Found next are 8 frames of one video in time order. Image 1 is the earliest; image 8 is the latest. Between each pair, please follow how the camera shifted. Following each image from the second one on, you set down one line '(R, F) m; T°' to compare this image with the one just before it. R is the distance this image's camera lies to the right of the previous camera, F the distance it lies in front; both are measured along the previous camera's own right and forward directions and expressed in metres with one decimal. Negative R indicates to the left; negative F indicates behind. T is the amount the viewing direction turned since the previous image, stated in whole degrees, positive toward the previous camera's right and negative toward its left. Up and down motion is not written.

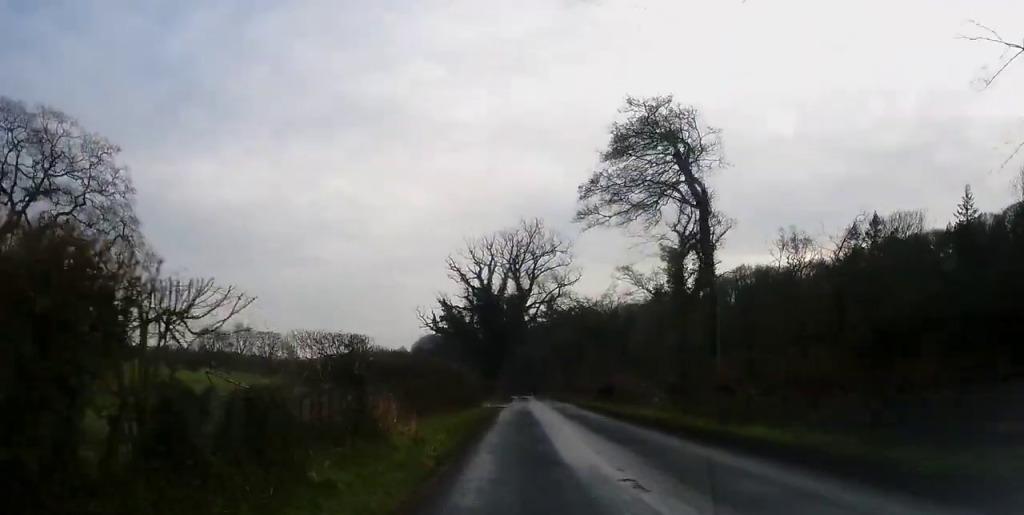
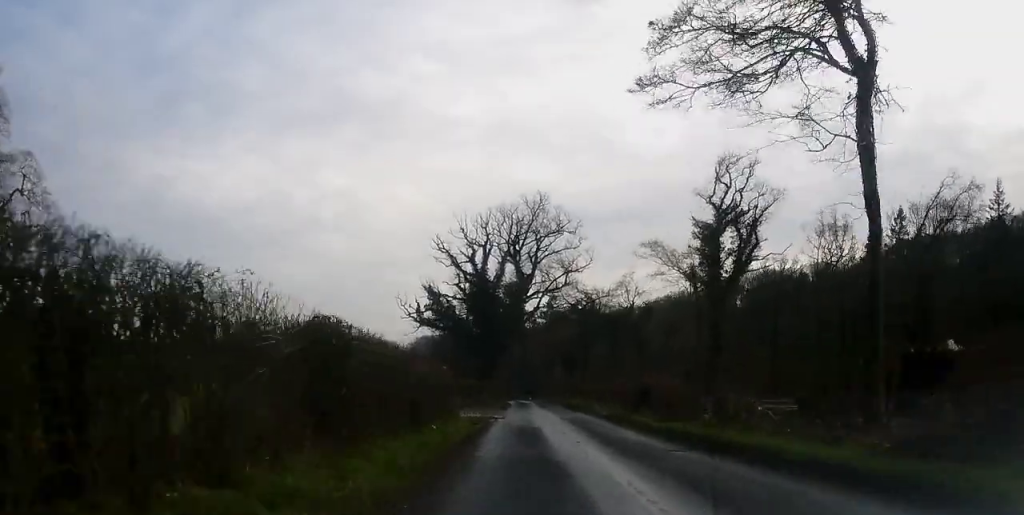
(0.0, +14.4) m; +1°
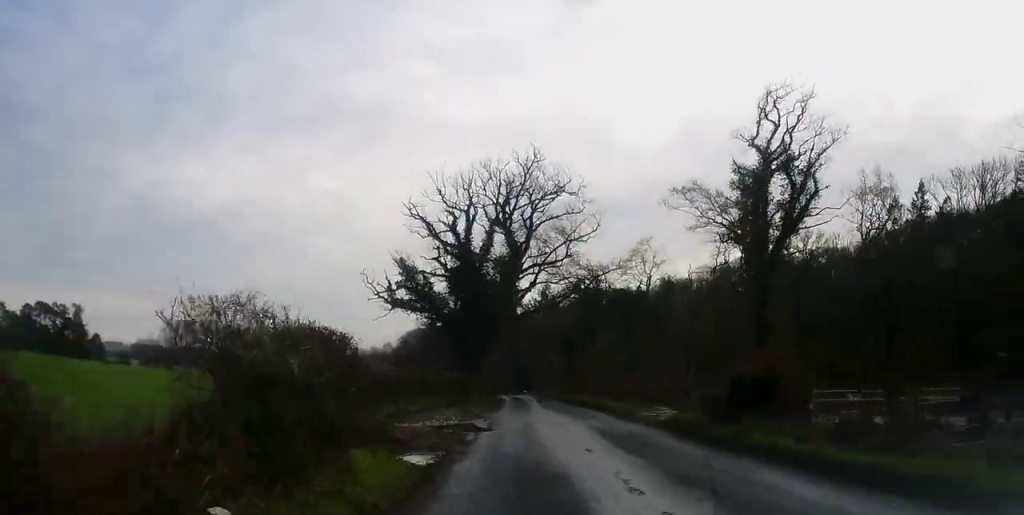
(+0.2, +14.0) m; +1°
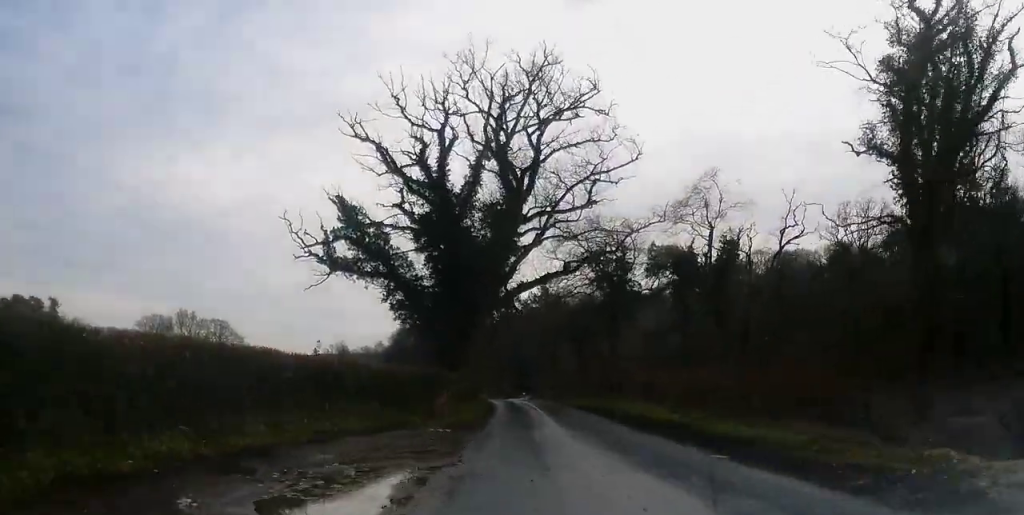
(+0.1, +21.8) m; 0°
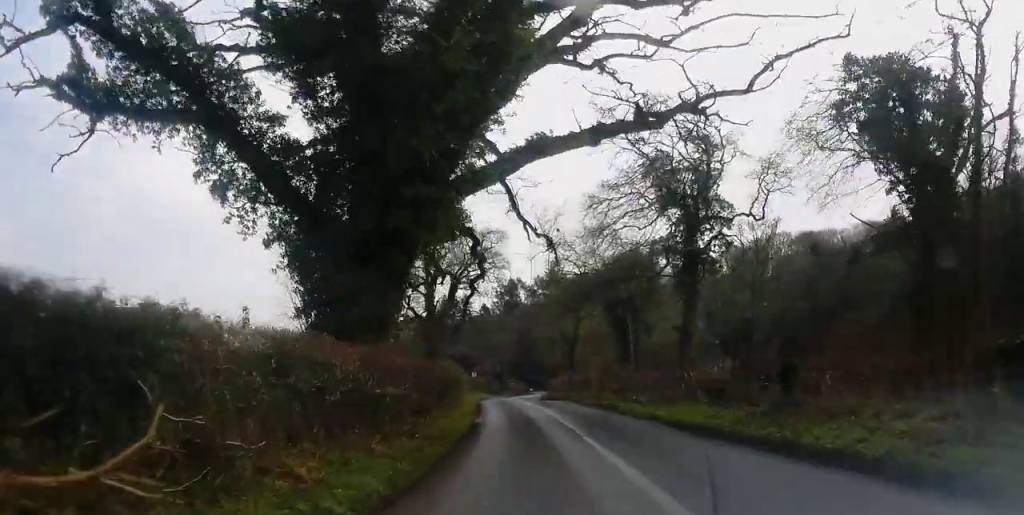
(0.0, +27.1) m; -1°
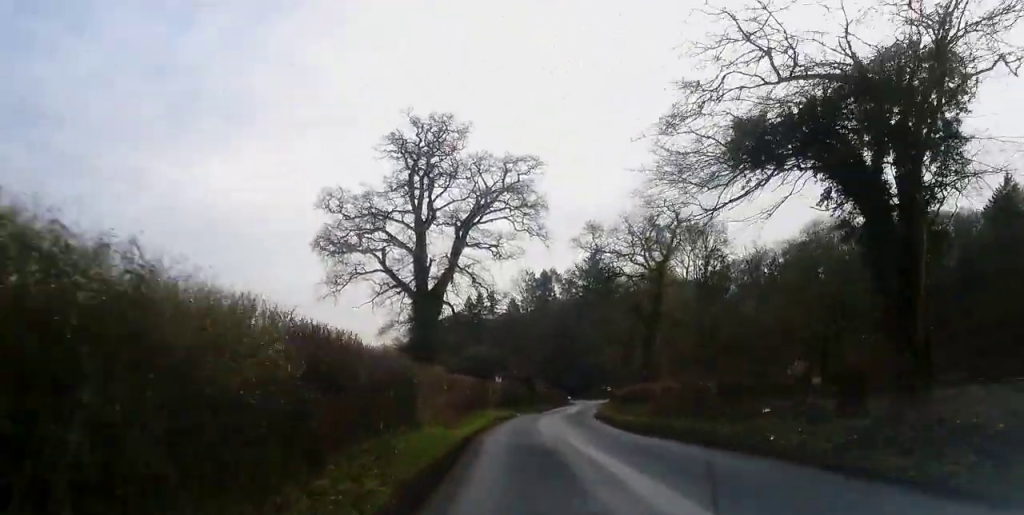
(-0.8, +35.5) m; -2°
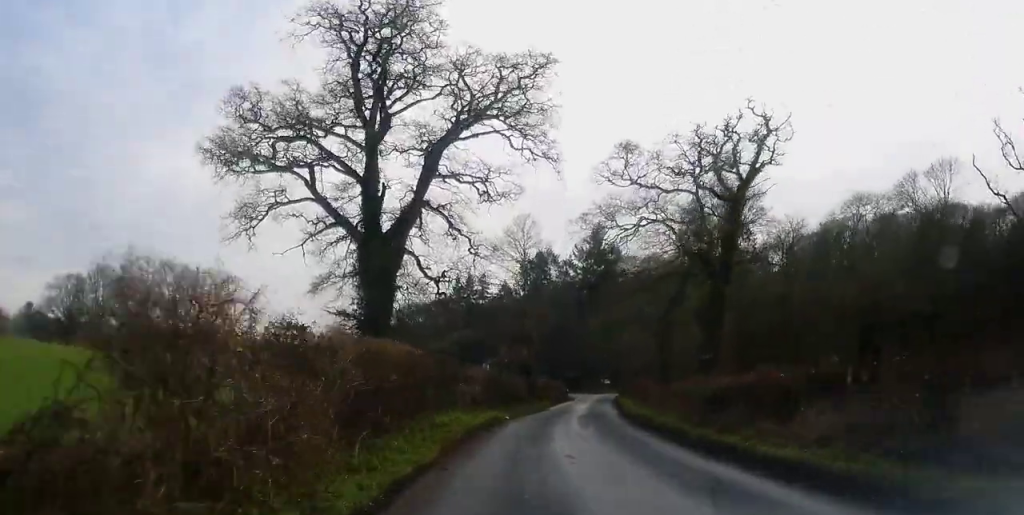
(-0.1, +19.3) m; +1°
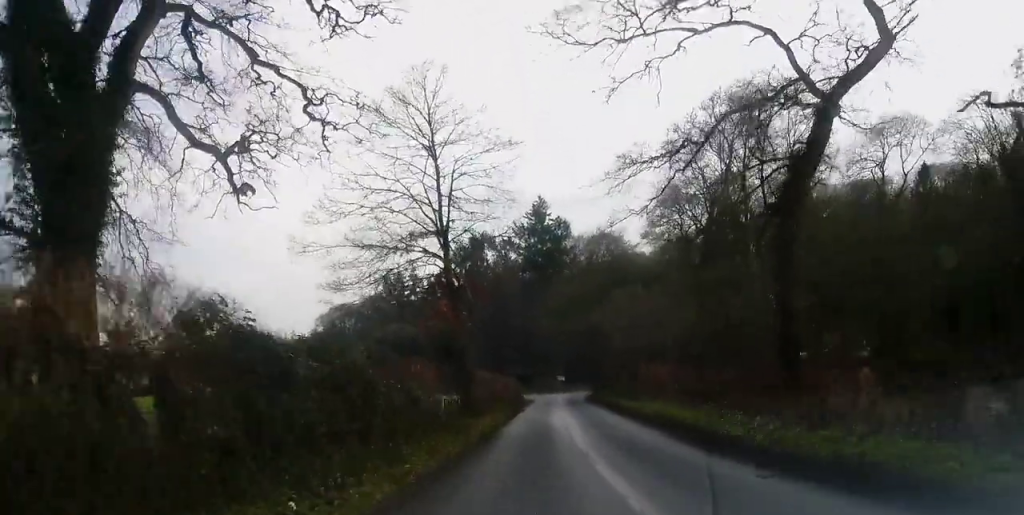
(+0.9, +26.9) m; +3°
